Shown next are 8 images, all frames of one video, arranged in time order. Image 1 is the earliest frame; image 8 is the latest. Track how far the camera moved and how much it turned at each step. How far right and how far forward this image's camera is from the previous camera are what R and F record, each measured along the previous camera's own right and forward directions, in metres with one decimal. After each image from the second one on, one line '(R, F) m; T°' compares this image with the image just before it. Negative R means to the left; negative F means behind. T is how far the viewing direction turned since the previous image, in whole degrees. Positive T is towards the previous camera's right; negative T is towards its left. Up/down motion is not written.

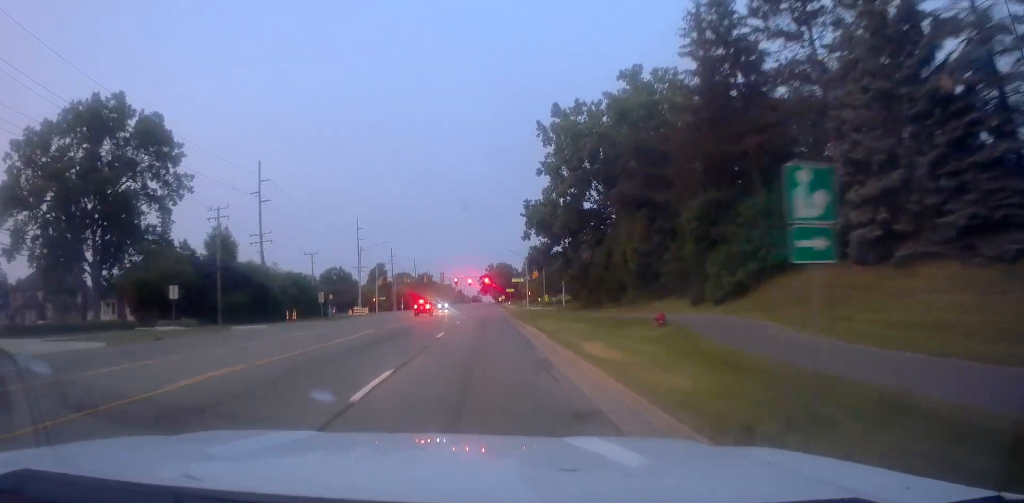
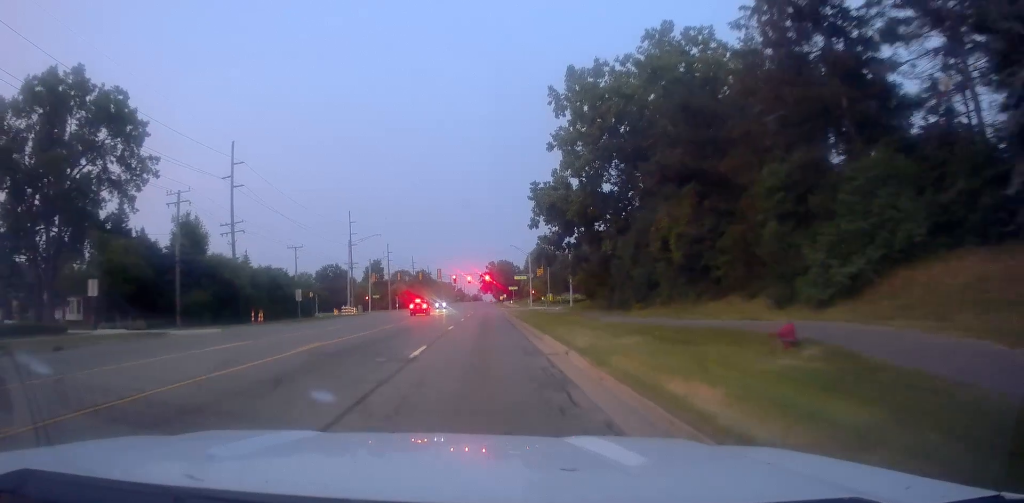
(-0.2, +9.4) m; 0°
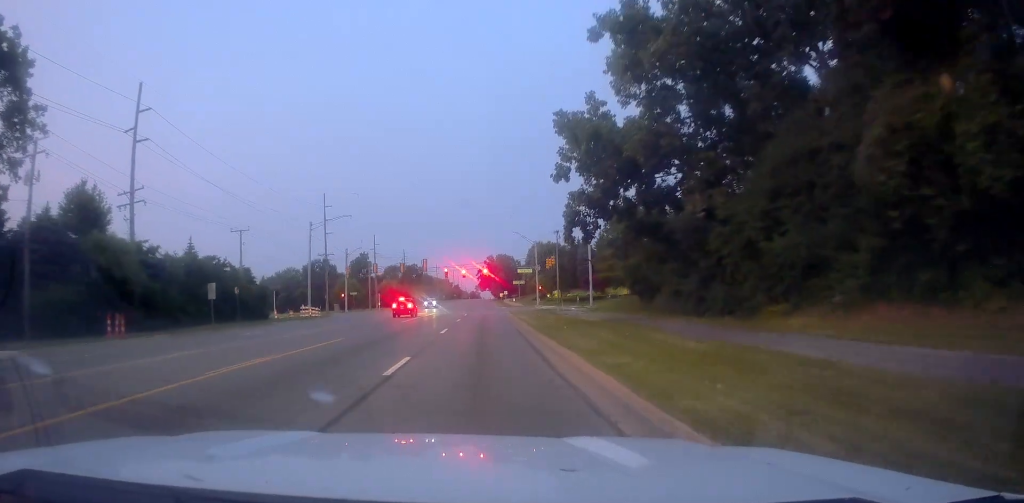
(+0.3, +21.4) m; 0°
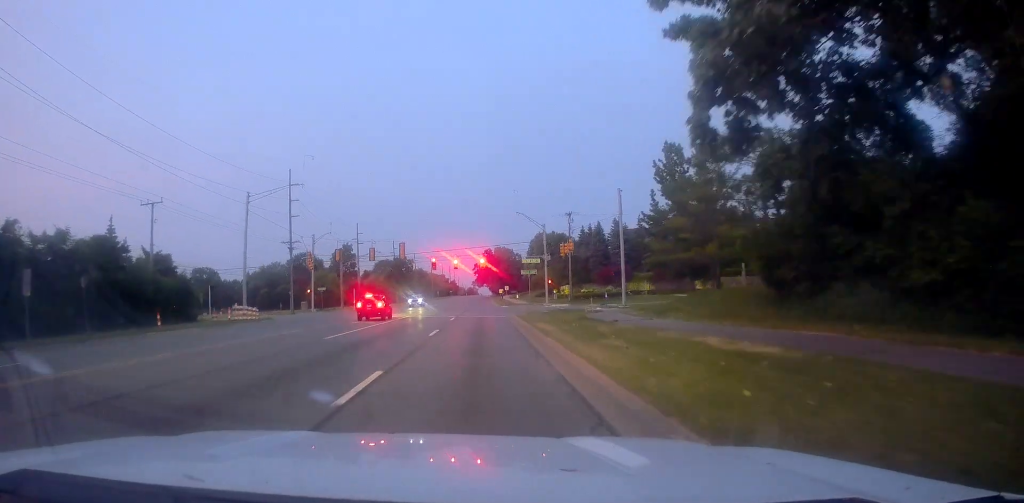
(+0.3, +22.1) m; +1°
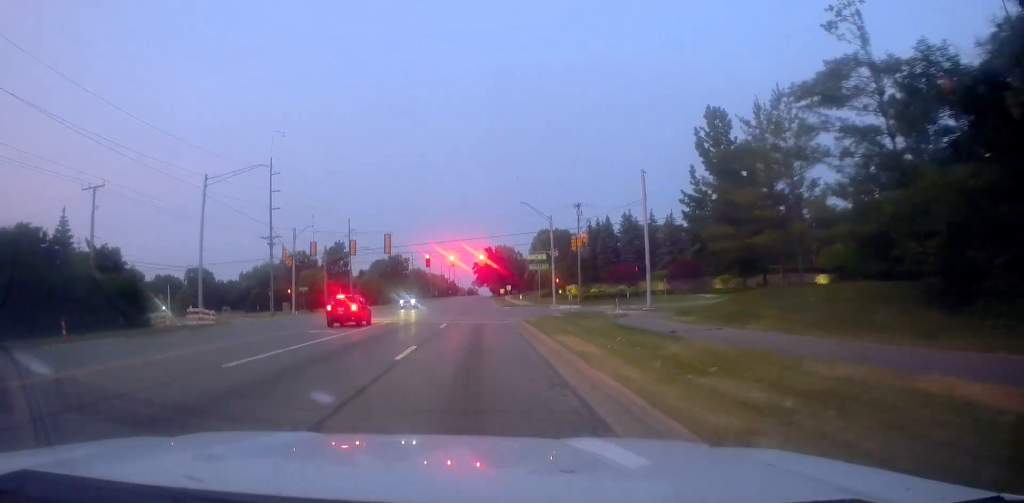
(-0.3, +10.3) m; 0°
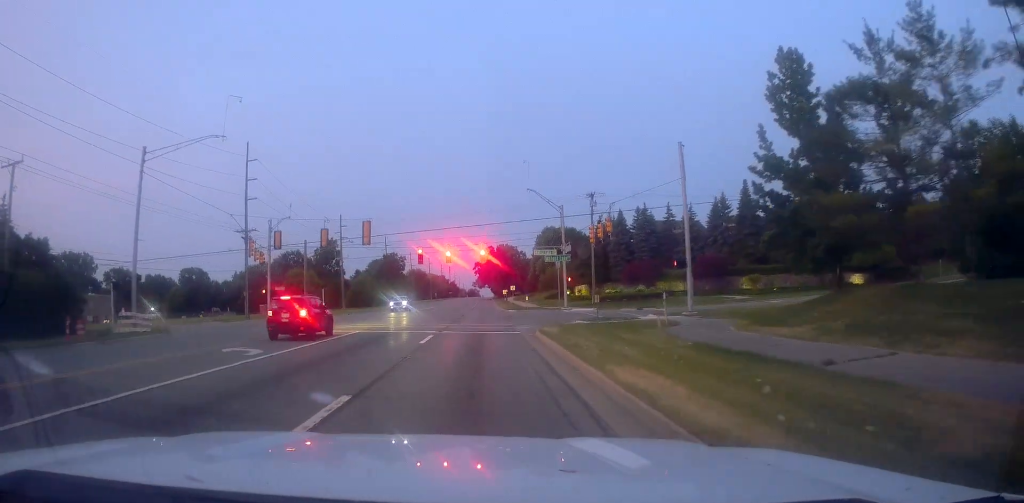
(+0.1, +11.6) m; -1°
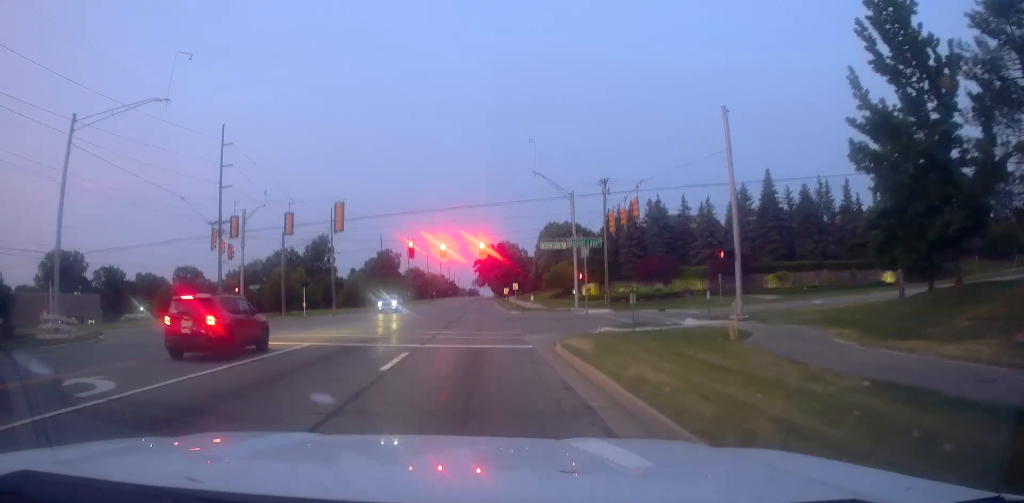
(-0.3, +10.0) m; -1°
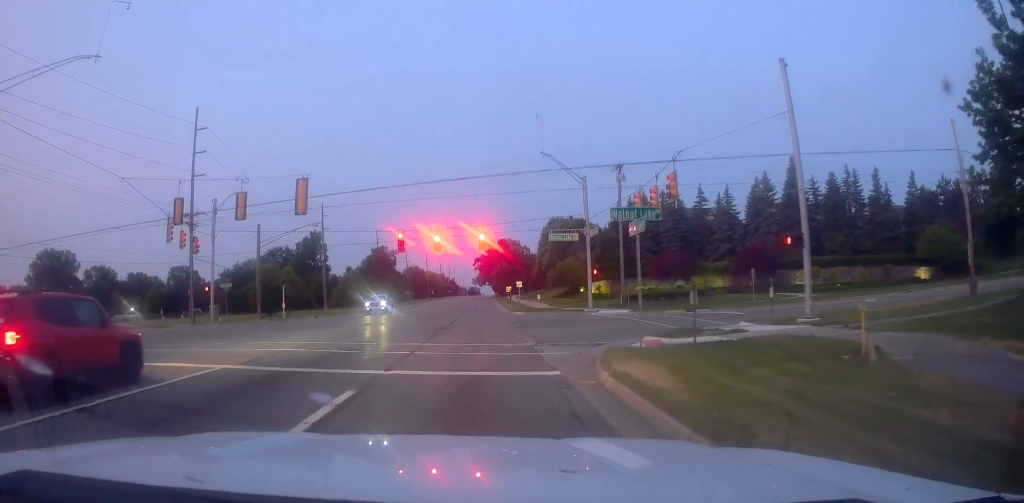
(0.0, +9.9) m; +2°
